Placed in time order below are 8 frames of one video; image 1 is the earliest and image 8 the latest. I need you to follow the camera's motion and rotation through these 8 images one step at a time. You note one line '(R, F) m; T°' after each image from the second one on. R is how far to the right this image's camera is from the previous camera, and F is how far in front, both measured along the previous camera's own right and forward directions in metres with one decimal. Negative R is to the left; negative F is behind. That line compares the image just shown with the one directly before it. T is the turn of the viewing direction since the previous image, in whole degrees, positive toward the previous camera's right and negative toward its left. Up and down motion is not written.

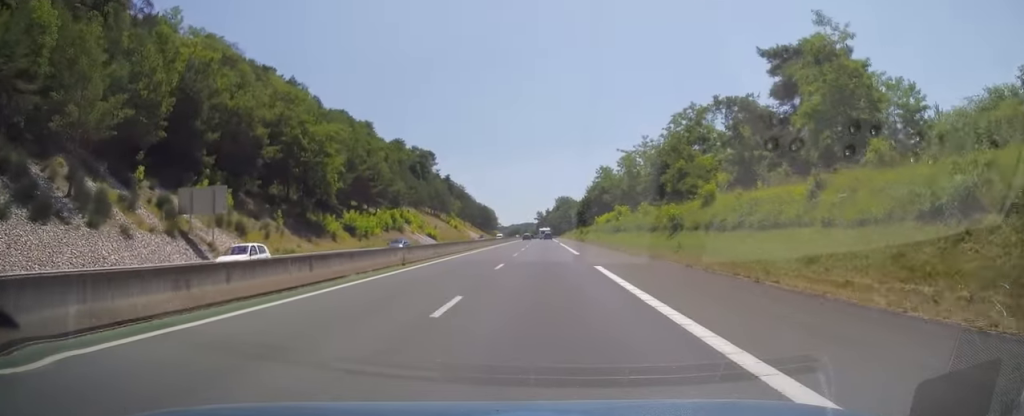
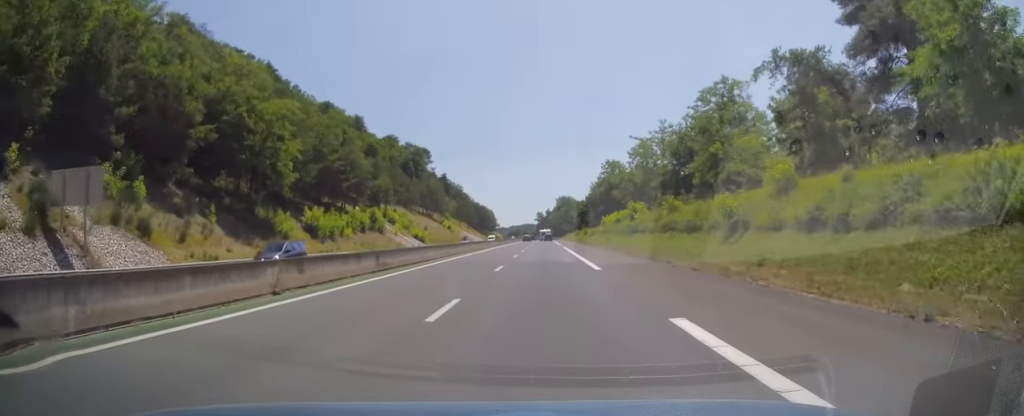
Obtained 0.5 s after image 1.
(0.0, +13.4) m; 0°
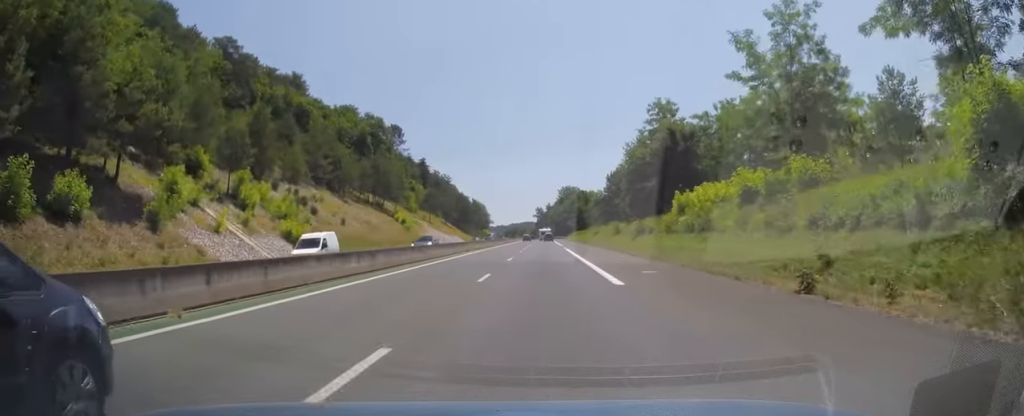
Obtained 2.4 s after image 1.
(-0.2, +57.8) m; -1°
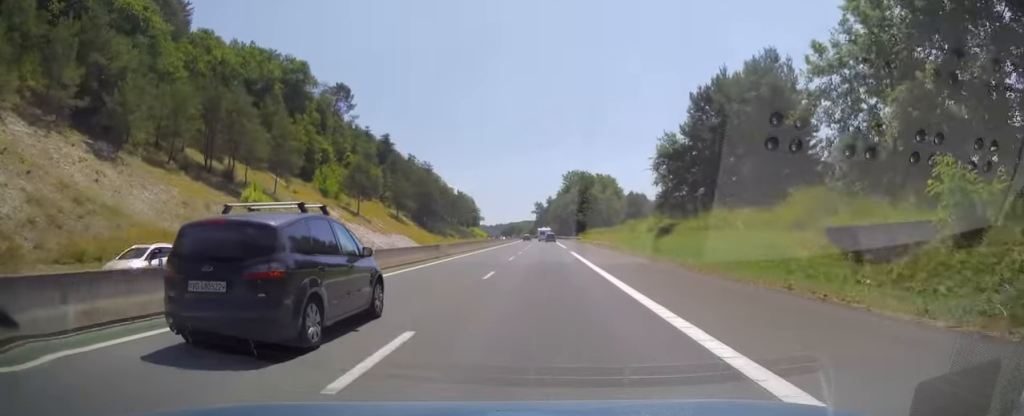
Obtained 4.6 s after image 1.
(+0.5, +64.2) m; 0°
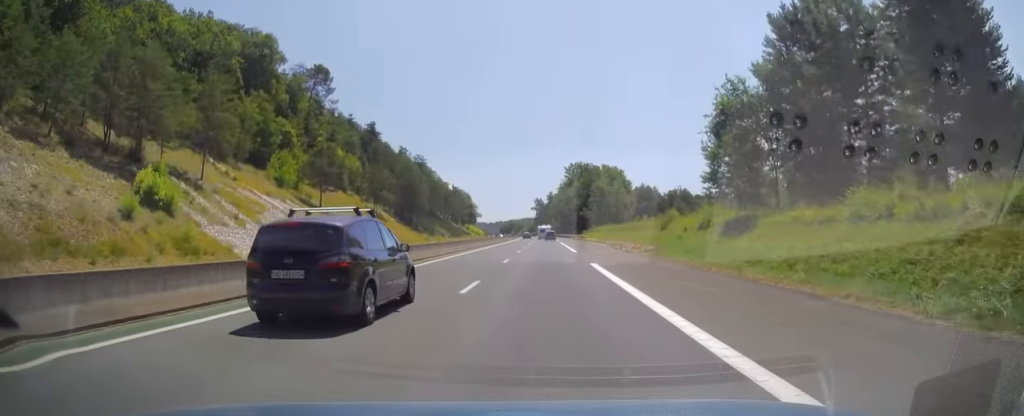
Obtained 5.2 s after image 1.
(-0.1, +17.8) m; 0°
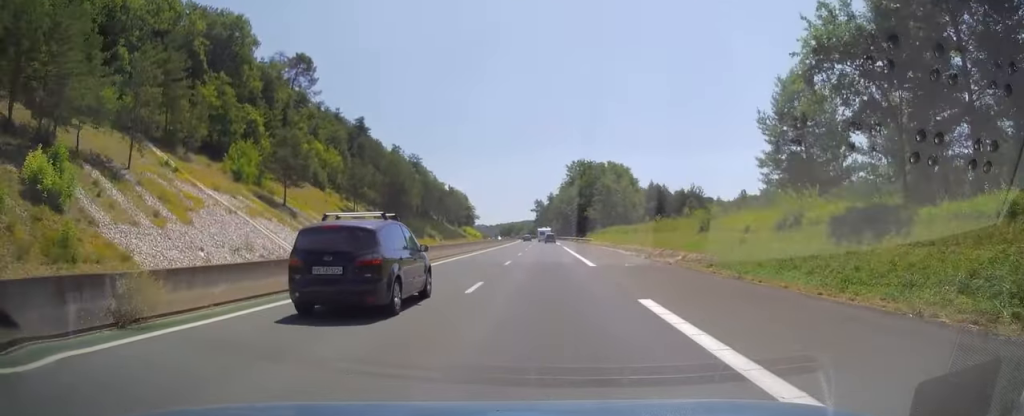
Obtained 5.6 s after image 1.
(0.0, +12.4) m; 0°
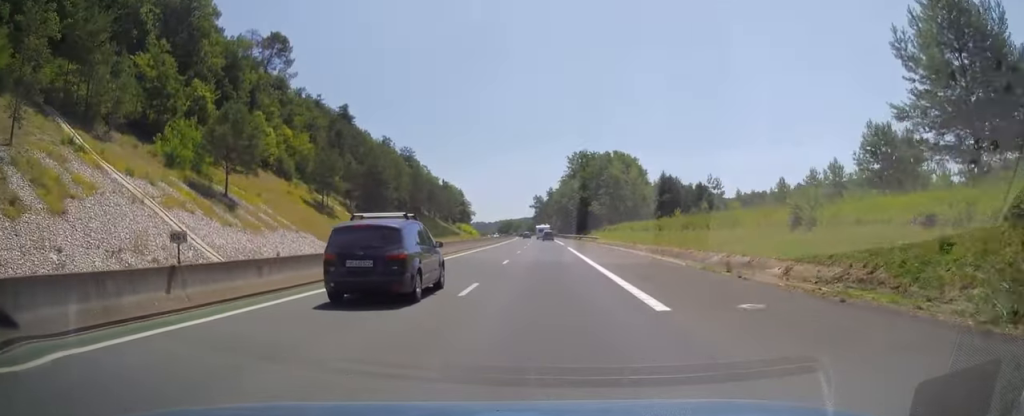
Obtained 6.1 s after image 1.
(0.0, +14.3) m; 0°
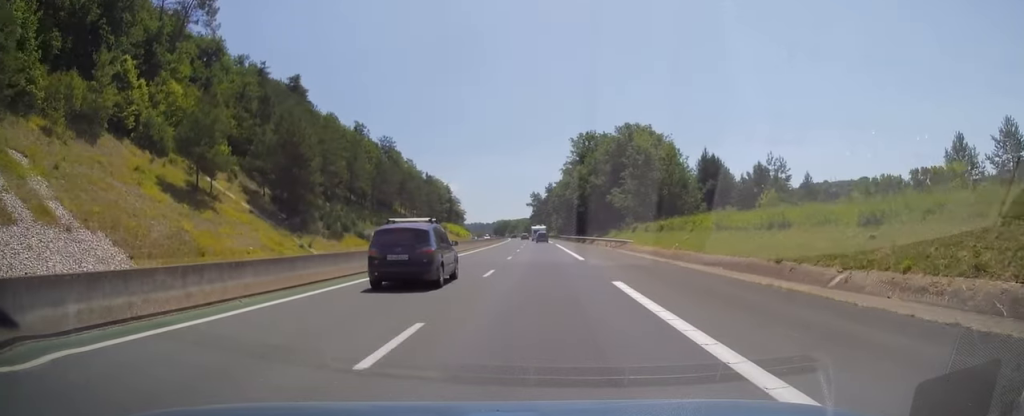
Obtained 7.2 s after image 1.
(+0.3, +33.1) m; 0°
